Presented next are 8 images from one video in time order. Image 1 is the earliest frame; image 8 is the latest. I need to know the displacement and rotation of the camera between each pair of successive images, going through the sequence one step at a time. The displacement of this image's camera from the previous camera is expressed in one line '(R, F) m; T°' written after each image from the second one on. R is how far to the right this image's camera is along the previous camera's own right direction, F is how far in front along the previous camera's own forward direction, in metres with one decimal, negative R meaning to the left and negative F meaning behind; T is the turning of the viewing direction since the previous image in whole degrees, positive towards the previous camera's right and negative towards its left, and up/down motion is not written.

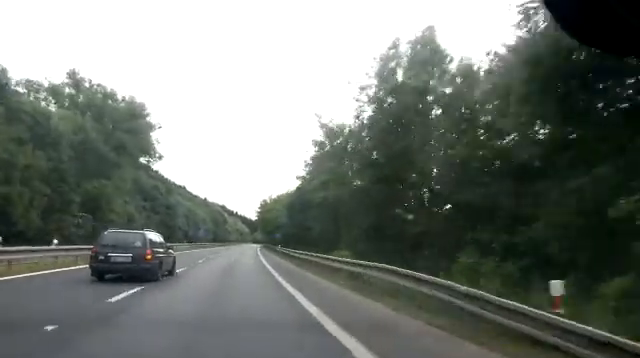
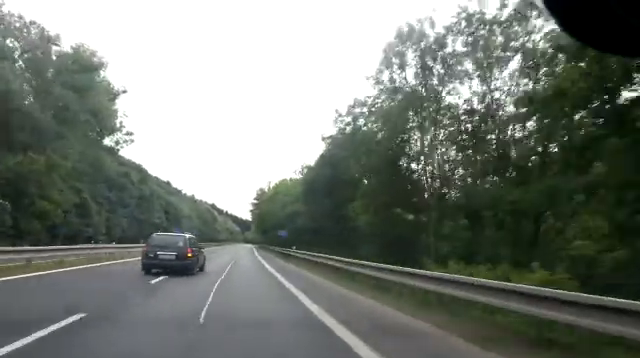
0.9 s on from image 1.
(+0.2, +22.4) m; +1°
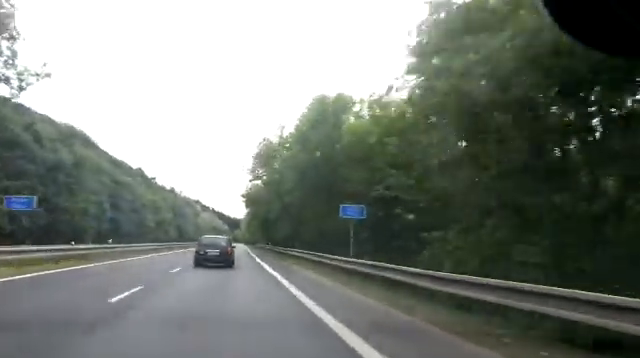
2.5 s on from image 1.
(+0.6, +39.5) m; +2°
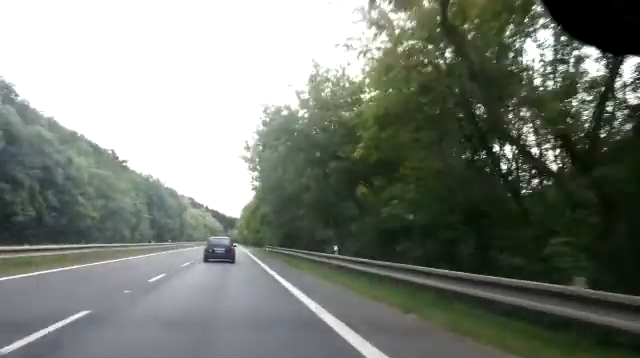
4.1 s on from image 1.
(0.0, +39.2) m; -1°
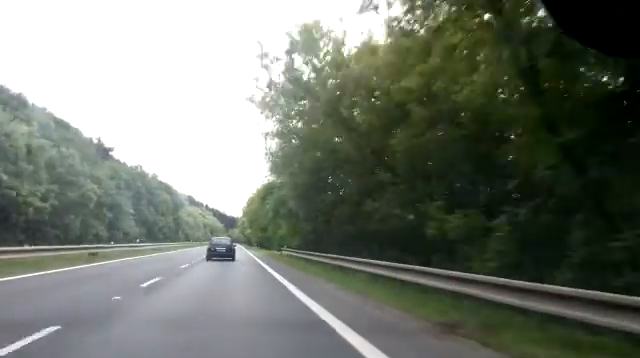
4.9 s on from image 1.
(0.0, +18.7) m; 0°
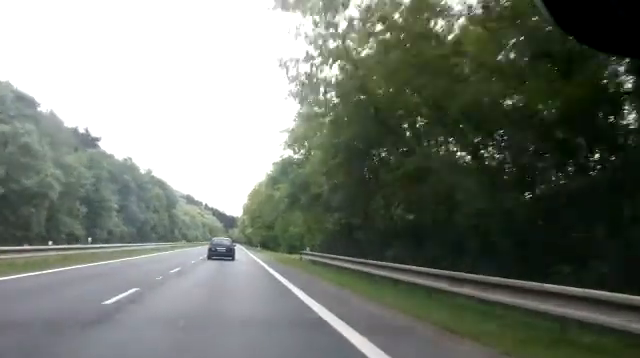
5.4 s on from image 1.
(-0.1, +12.2) m; 0°
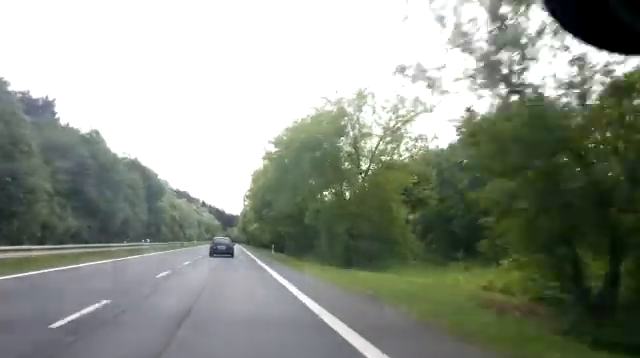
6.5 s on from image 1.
(+0.3, +28.9) m; +1°
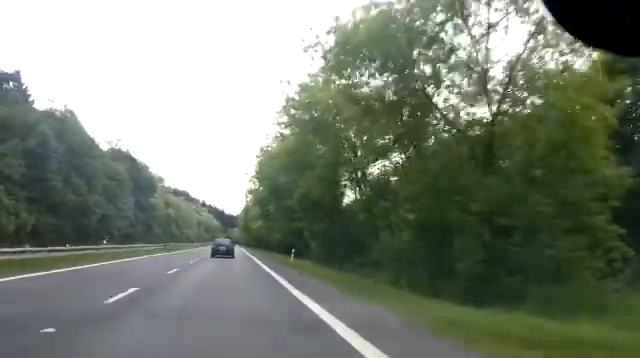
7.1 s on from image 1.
(0.0, +14.9) m; 0°
